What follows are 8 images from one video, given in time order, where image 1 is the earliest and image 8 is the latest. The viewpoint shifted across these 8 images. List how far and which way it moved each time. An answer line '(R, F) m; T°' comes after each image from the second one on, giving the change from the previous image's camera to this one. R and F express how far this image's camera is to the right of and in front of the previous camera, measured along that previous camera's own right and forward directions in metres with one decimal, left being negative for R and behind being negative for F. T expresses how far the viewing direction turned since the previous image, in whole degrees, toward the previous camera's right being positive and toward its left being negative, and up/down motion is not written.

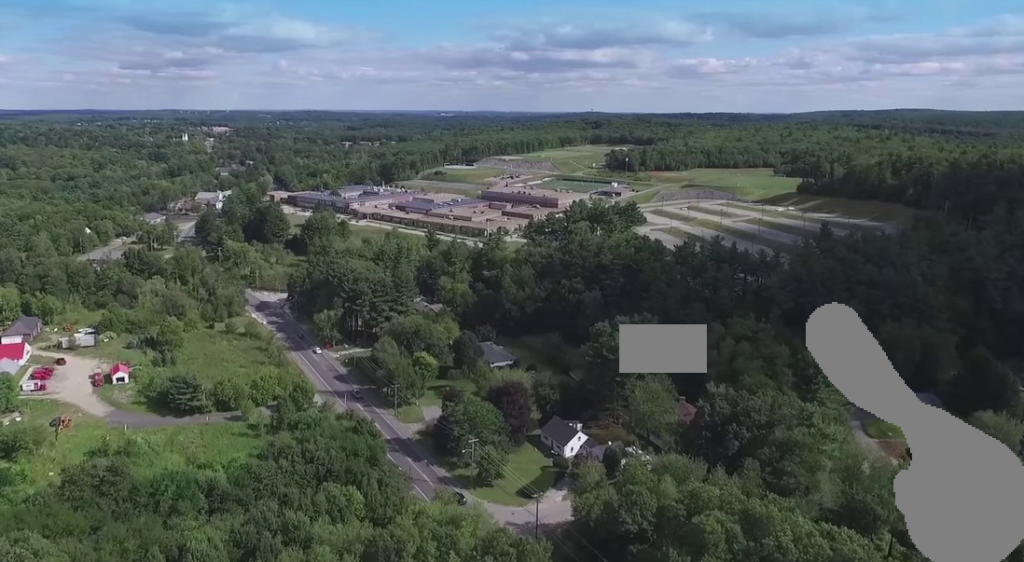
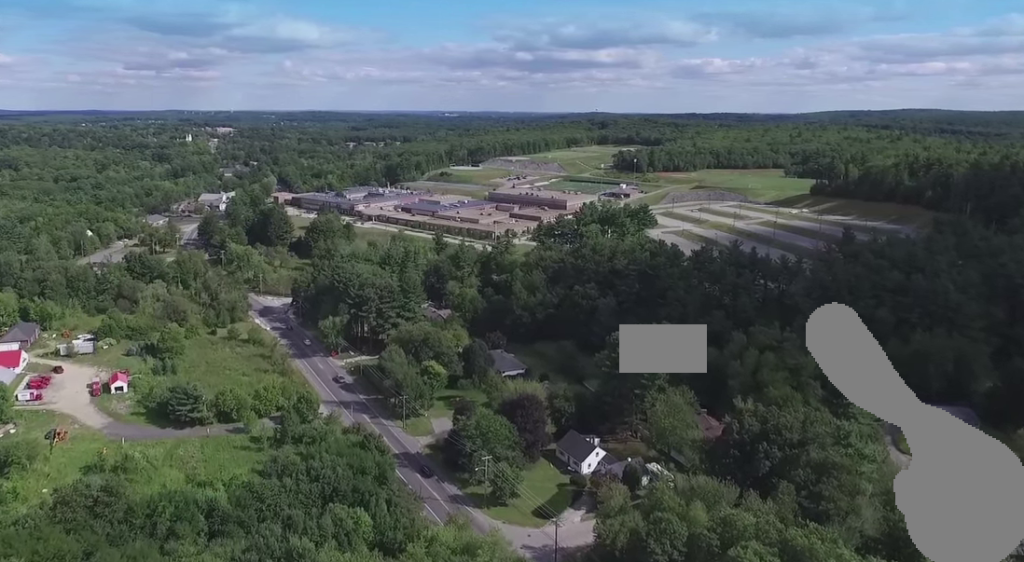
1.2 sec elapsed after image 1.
(-0.1, +8.2) m; -1°
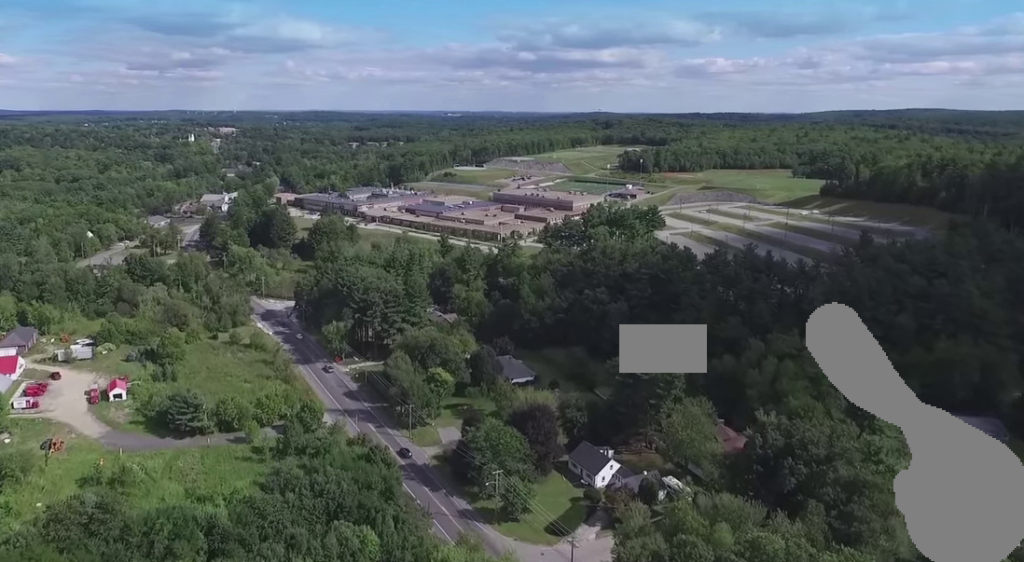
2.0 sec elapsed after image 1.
(0.0, +6.7) m; -1°
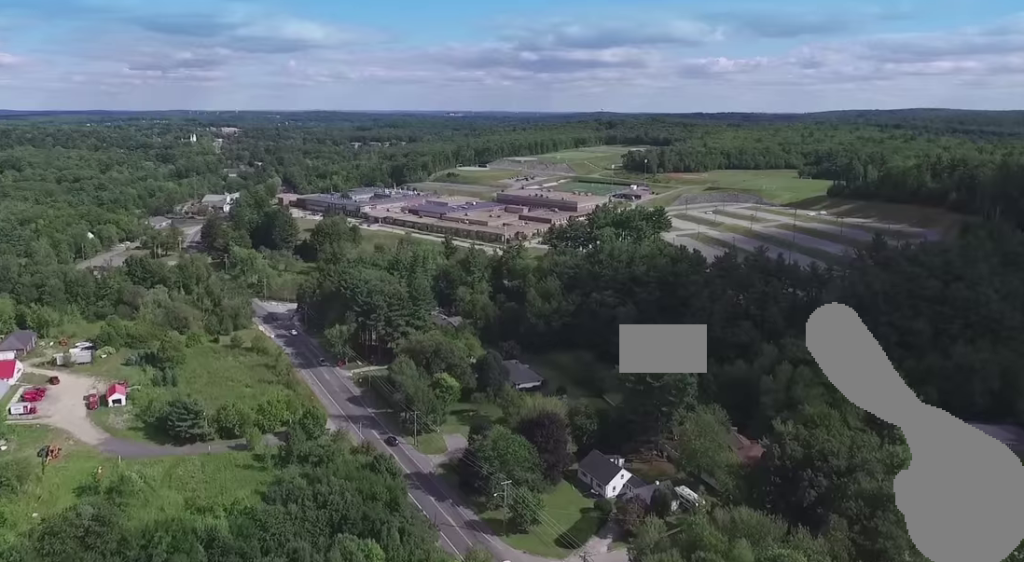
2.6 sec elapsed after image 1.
(0.0, +4.5) m; 0°
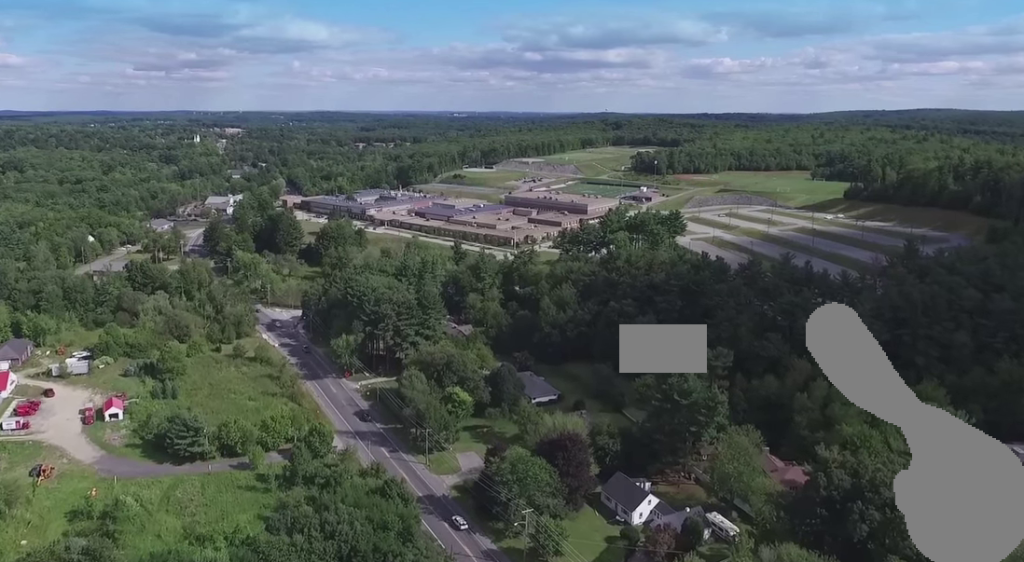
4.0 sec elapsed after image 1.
(-0.1, +9.9) m; -1°
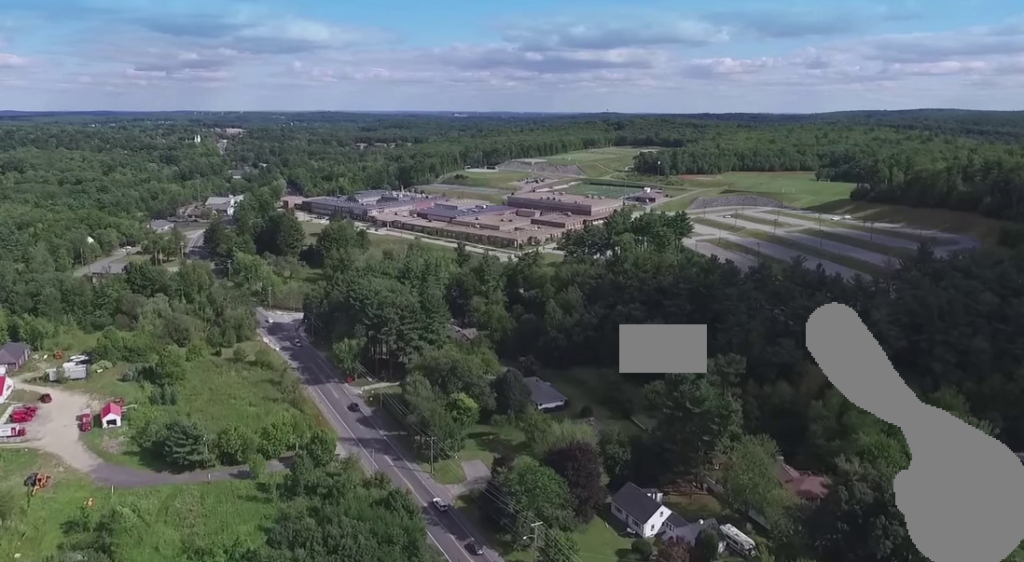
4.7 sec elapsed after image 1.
(0.0, +4.5) m; -1°
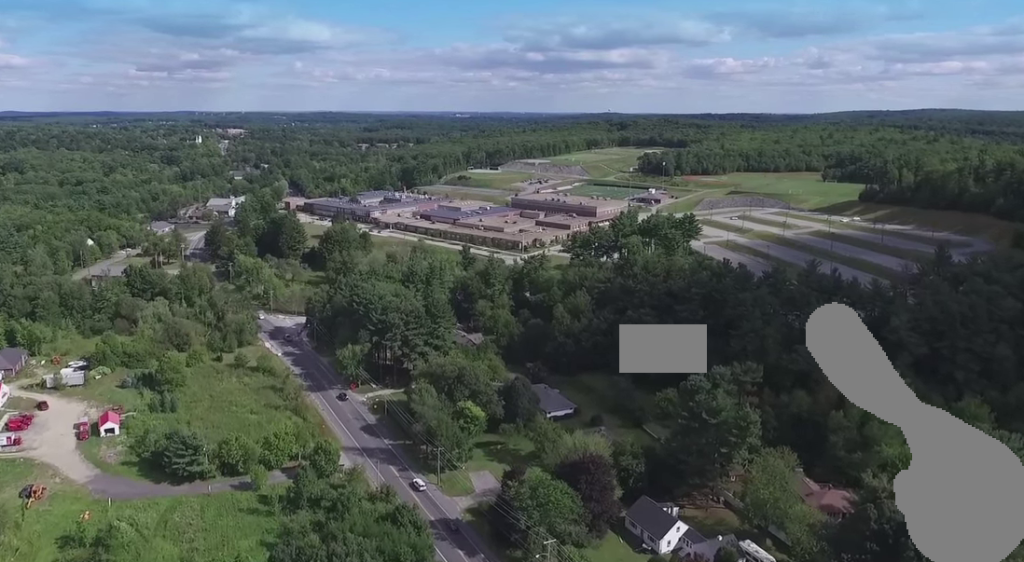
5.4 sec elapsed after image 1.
(0.0, +5.7) m; -1°
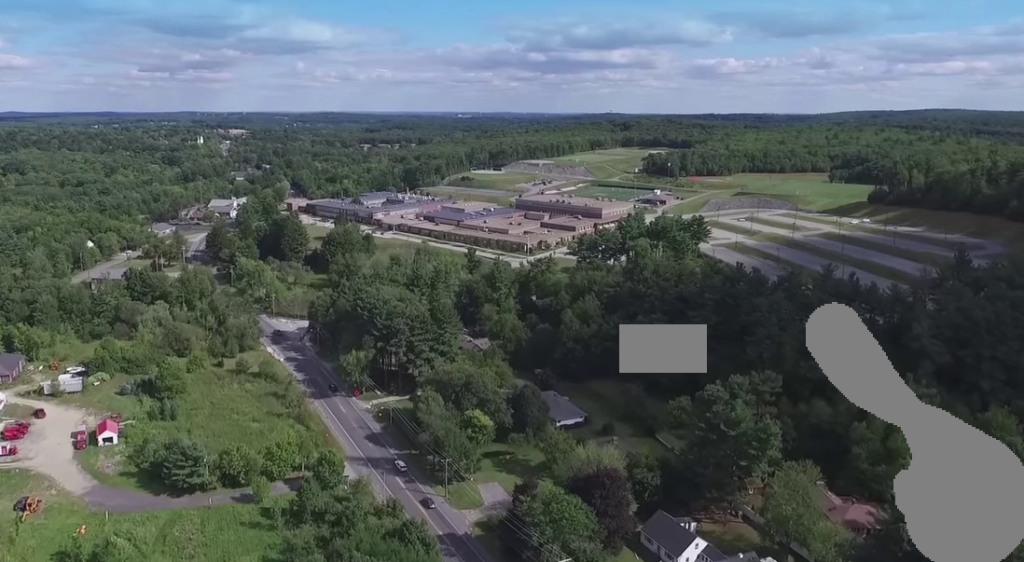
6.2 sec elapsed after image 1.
(0.0, +5.3) m; 0°
